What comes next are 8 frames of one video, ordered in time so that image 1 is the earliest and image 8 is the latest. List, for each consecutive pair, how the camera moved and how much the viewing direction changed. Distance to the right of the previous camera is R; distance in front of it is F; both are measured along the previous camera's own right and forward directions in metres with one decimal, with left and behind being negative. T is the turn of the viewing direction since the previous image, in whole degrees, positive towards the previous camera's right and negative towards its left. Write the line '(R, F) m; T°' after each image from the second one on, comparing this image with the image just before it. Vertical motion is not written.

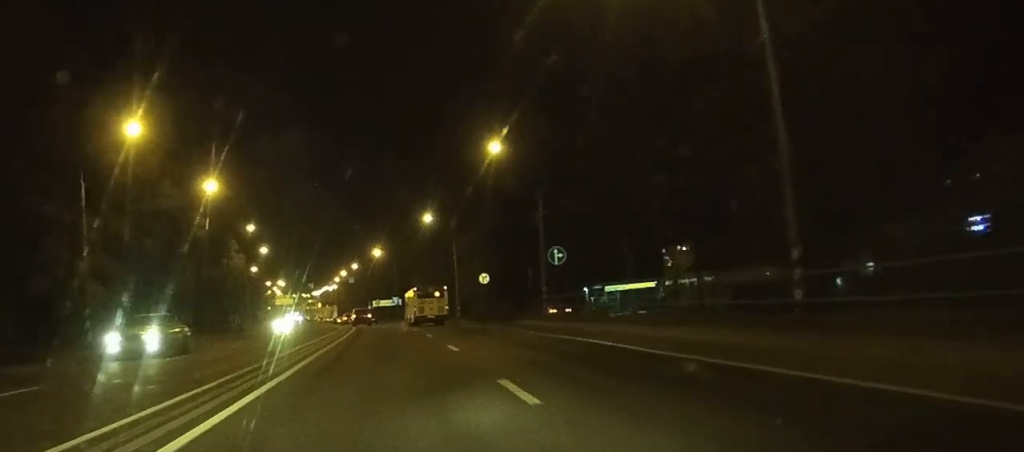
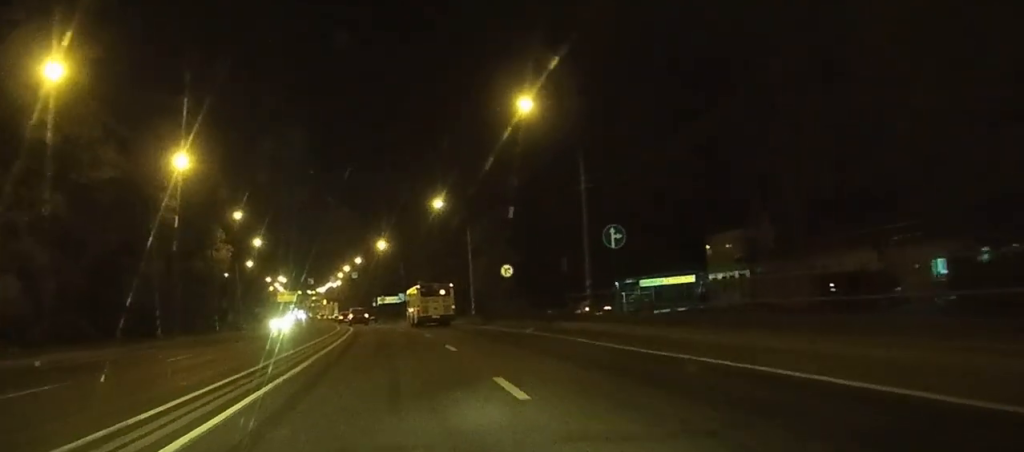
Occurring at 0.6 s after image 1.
(0.0, +11.0) m; -1°
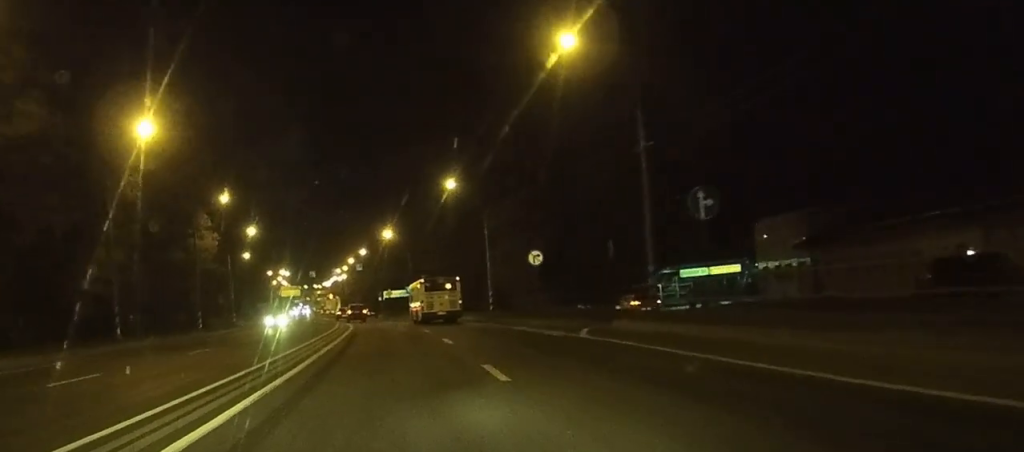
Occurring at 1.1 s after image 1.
(-0.1, +9.7) m; -1°
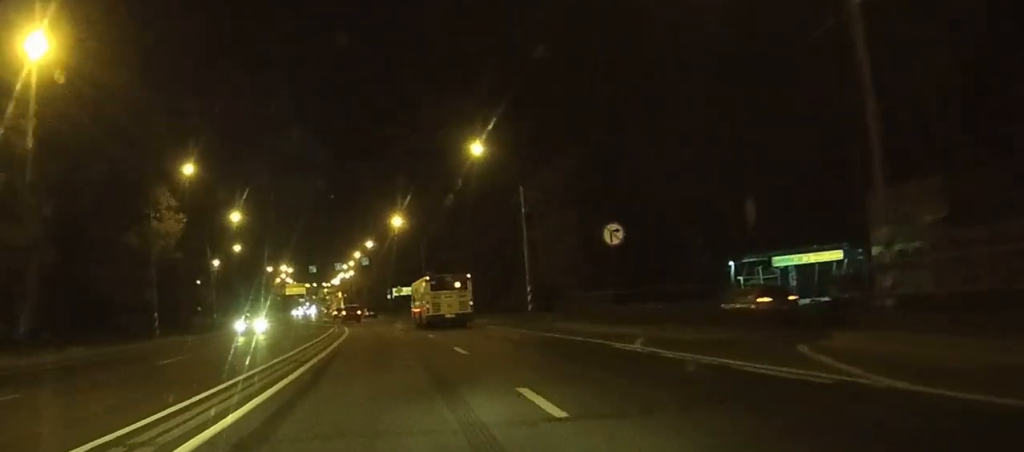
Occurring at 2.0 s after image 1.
(-0.2, +16.2) m; -2°
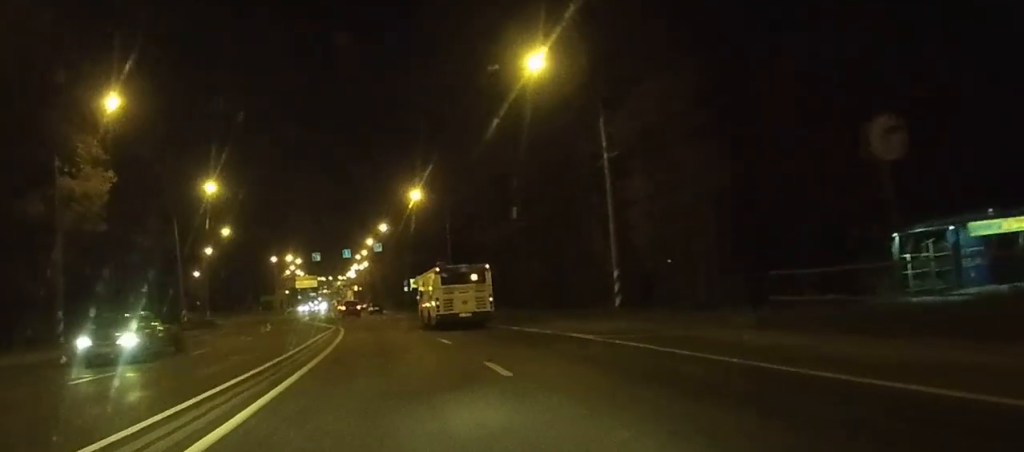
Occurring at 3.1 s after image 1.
(-0.3, +18.9) m; -2°
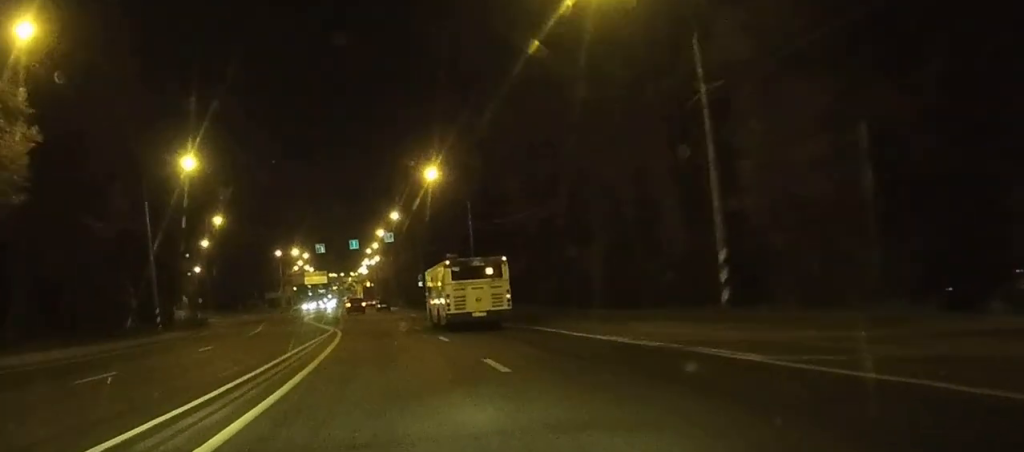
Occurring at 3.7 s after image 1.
(-0.1, +11.1) m; 0°
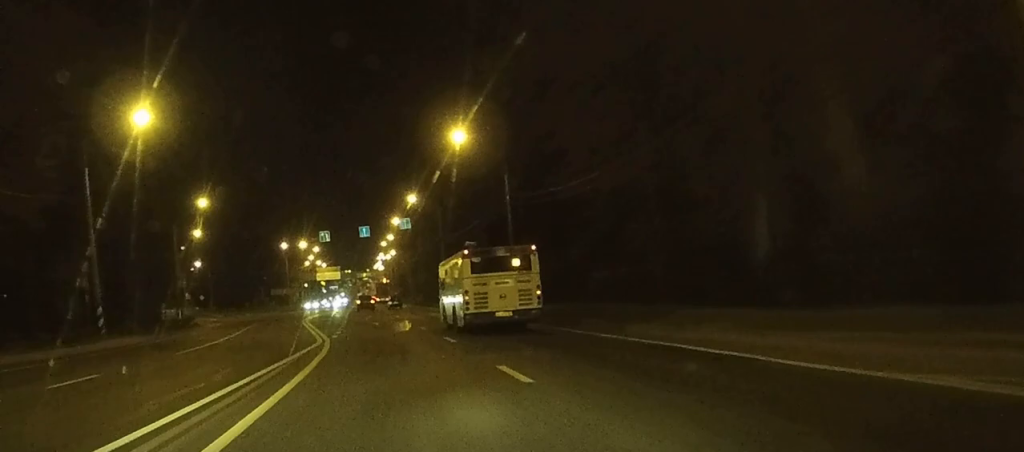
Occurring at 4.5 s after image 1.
(0.0, +14.0) m; 0°
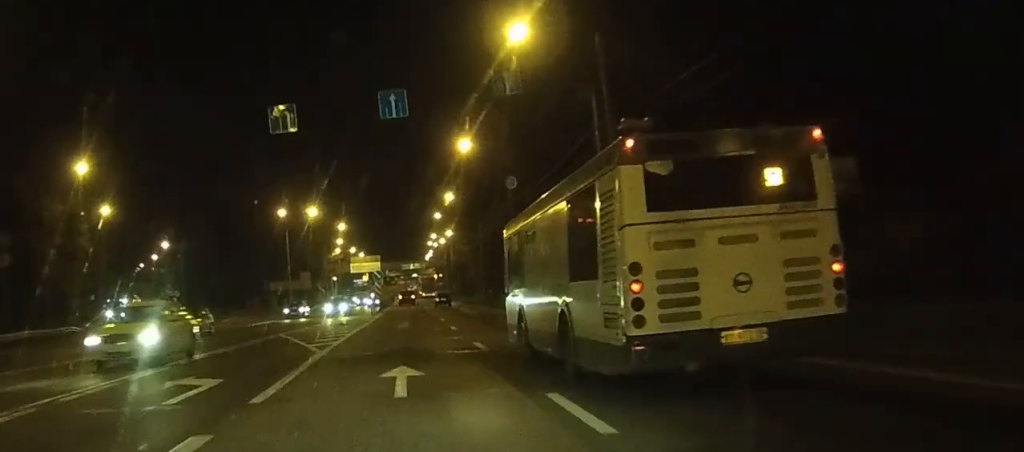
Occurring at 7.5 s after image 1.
(-1.1, +52.5) m; -2°
